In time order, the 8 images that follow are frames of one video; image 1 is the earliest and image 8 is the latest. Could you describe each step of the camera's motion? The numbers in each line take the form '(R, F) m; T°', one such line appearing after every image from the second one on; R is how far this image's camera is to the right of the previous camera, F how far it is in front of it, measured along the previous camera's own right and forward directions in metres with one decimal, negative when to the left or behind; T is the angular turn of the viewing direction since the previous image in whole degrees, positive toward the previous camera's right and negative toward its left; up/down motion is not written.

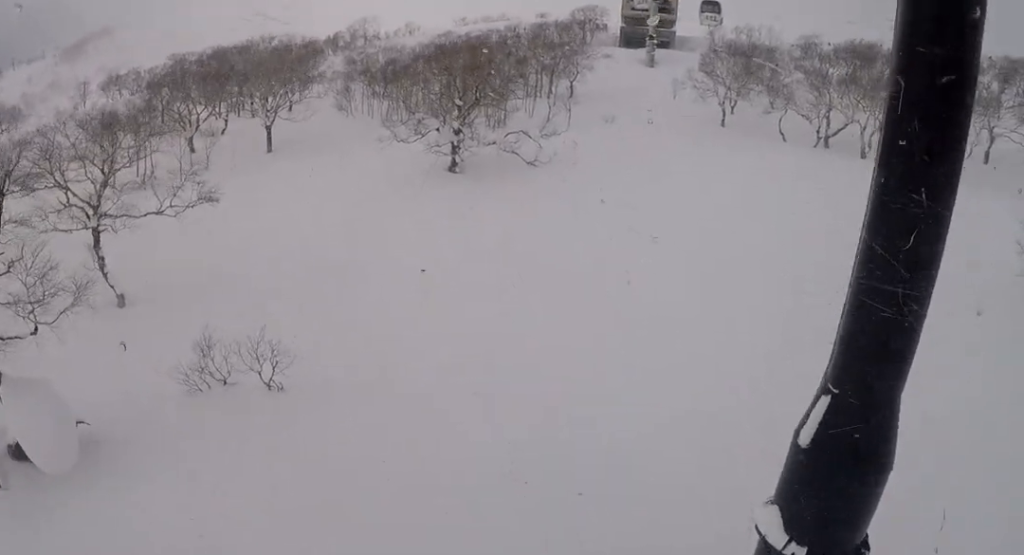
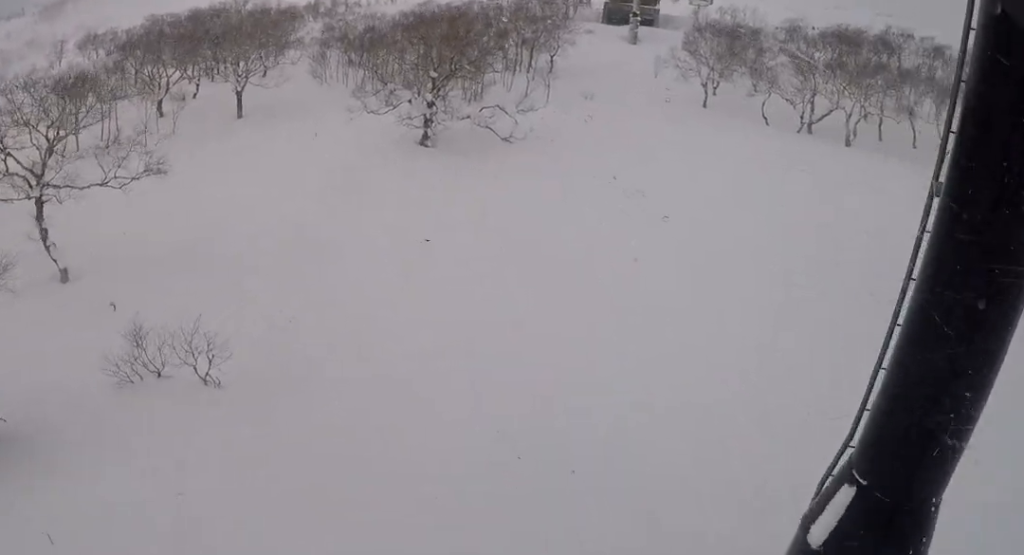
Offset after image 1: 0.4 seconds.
(0.0, +1.7) m; -3°
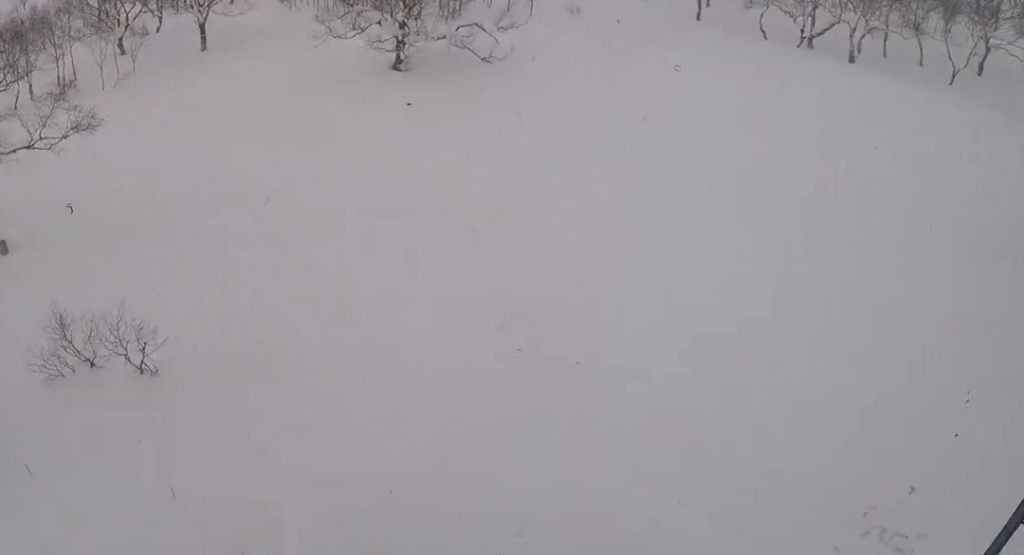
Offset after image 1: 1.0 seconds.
(-0.1, +2.4) m; -1°
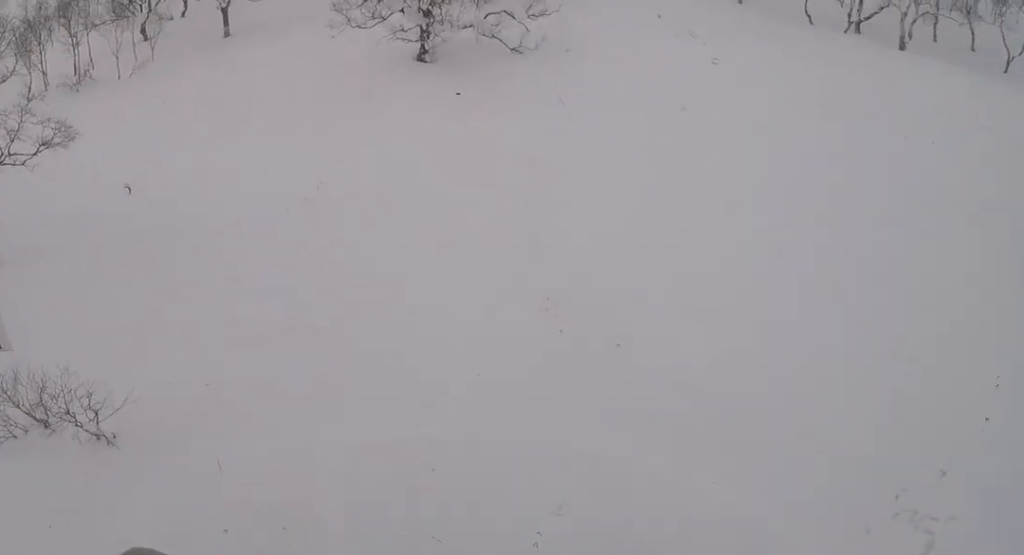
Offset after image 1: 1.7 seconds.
(0.0, +2.8) m; 0°
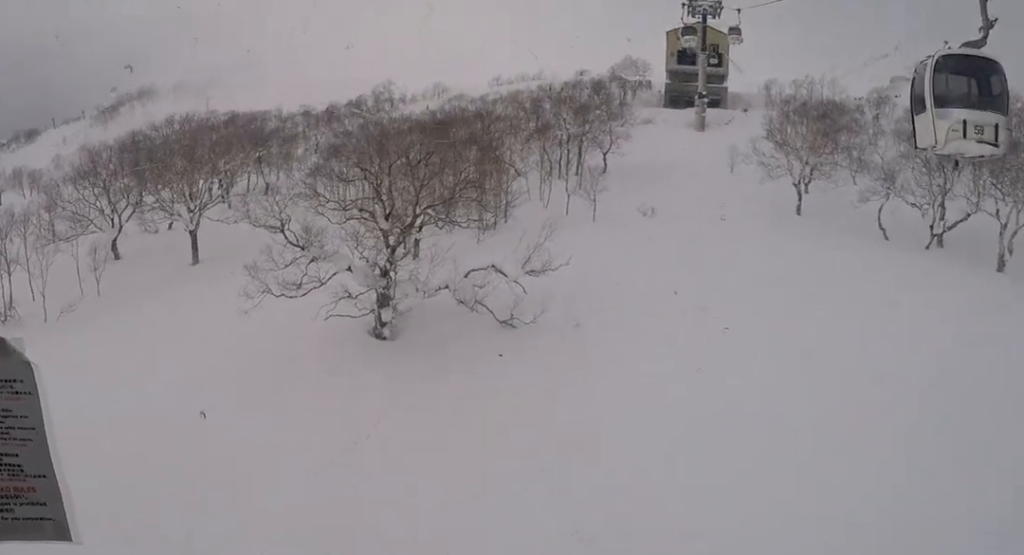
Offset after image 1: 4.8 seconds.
(0.0, +12.2) m; 0°
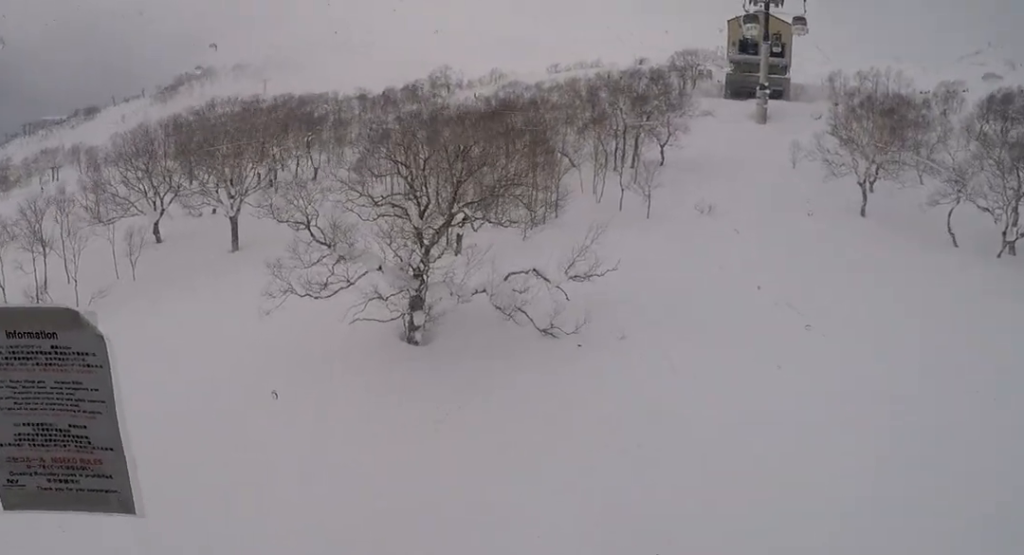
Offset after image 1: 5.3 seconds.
(0.0, +1.9) m; 0°
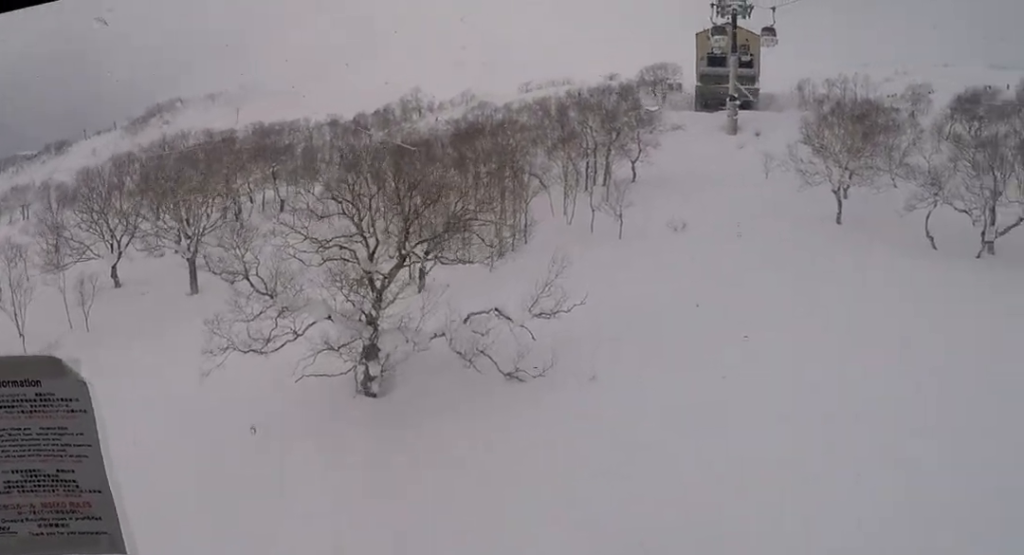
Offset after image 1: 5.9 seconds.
(0.0, +2.2) m; 0°
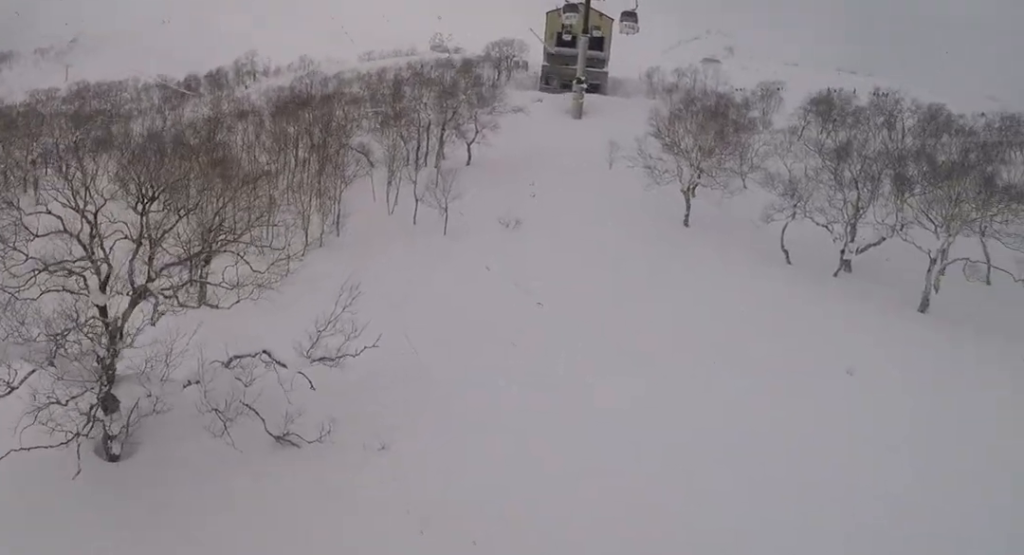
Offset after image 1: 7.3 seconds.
(0.0, +5.5) m; 0°
